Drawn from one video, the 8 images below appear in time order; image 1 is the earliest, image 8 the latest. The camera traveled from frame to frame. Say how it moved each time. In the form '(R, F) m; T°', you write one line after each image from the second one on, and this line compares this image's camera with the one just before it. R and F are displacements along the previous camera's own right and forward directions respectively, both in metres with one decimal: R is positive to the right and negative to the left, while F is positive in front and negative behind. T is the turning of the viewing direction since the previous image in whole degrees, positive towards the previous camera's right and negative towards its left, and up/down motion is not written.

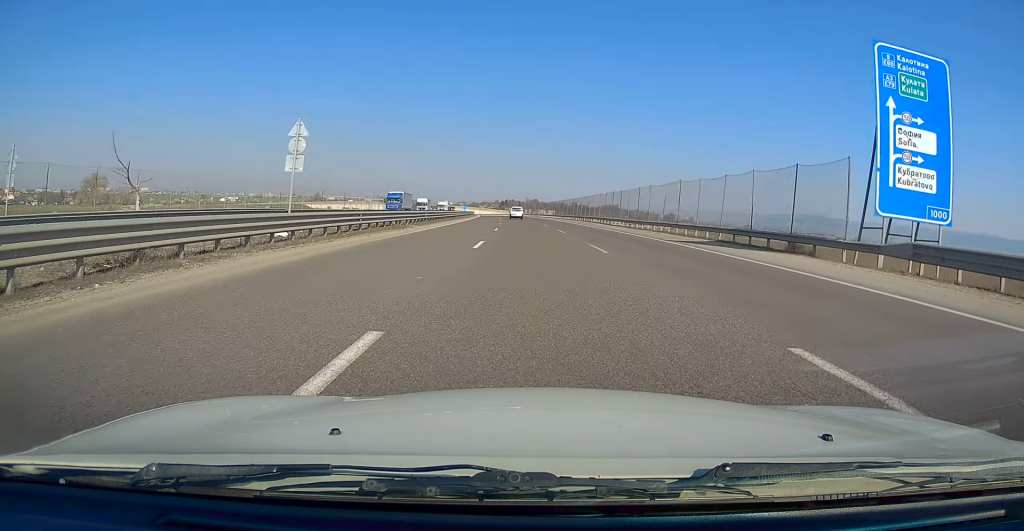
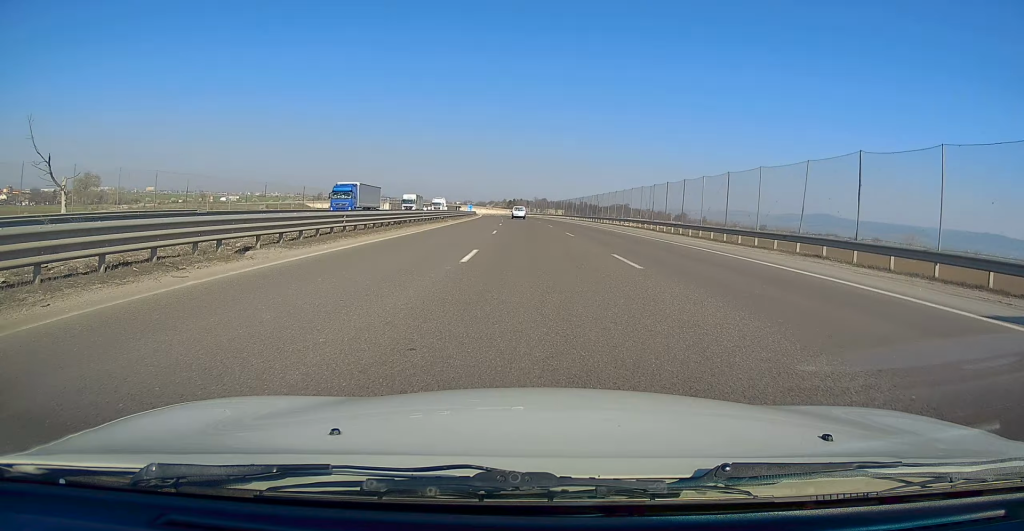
(-0.1, +20.4) m; -1°
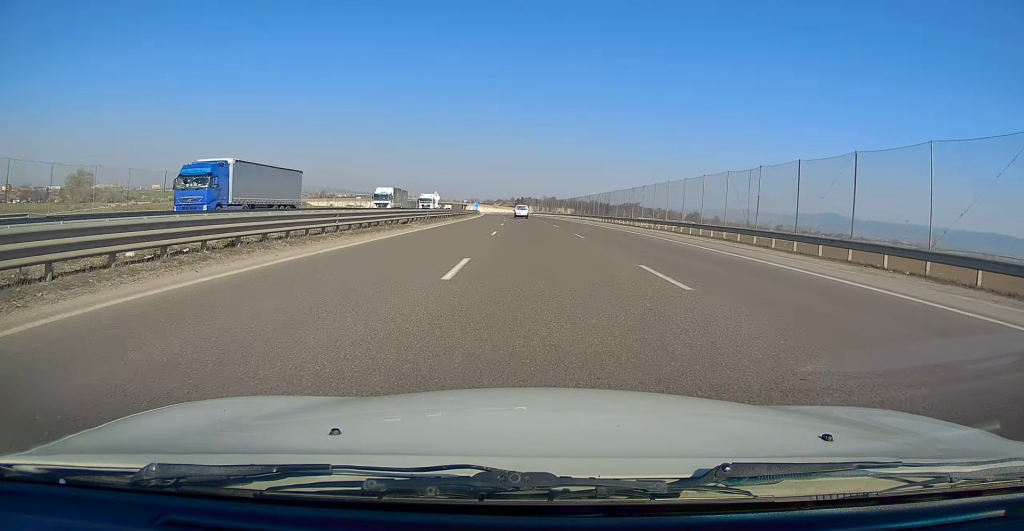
(-0.2, +19.4) m; -1°
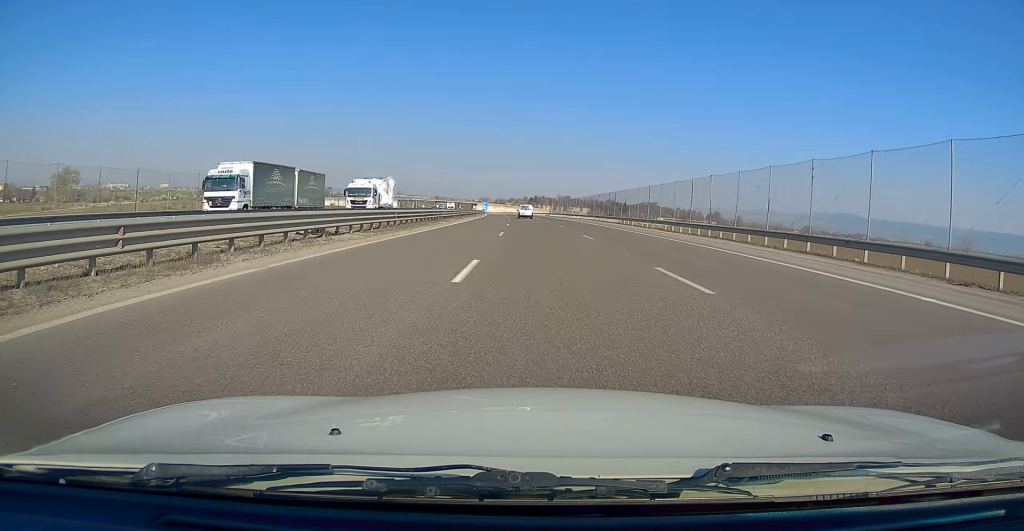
(-0.2, +32.3) m; -1°
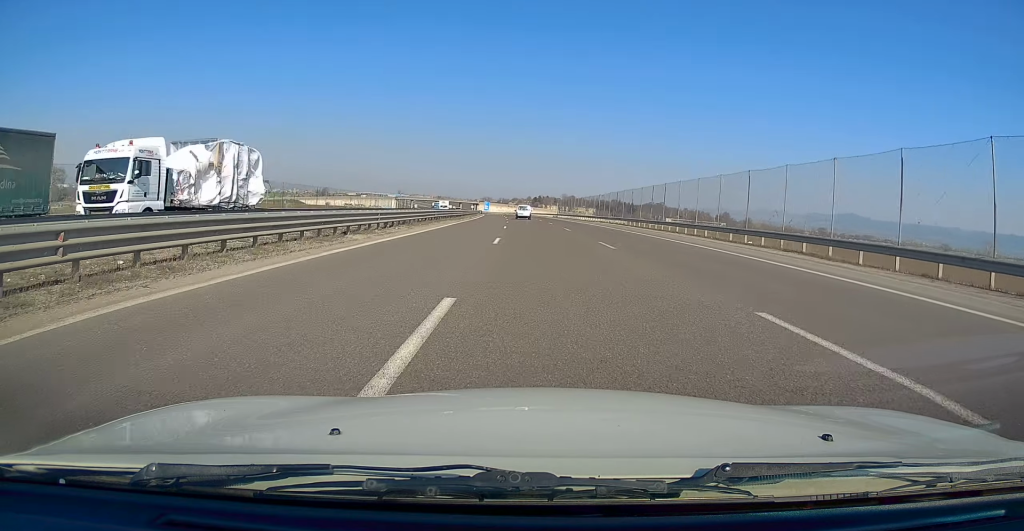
(-0.2, +21.5) m; 0°
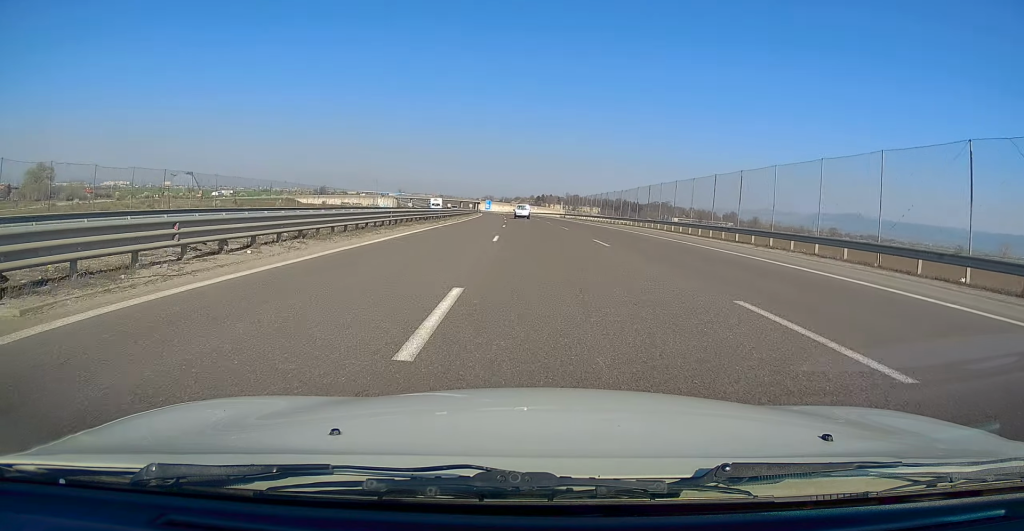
(-0.2, +15.1) m; 0°
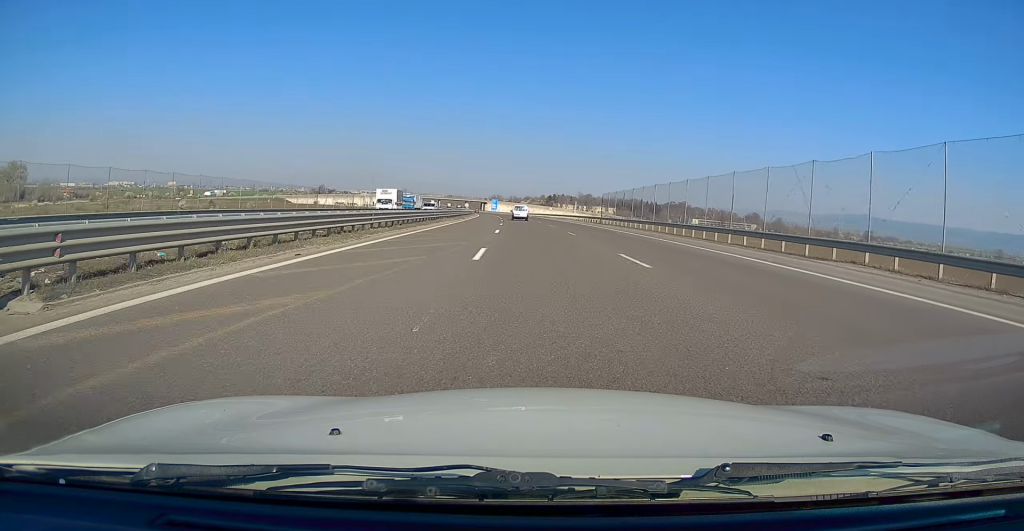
(0.0, +38.9) m; -1°
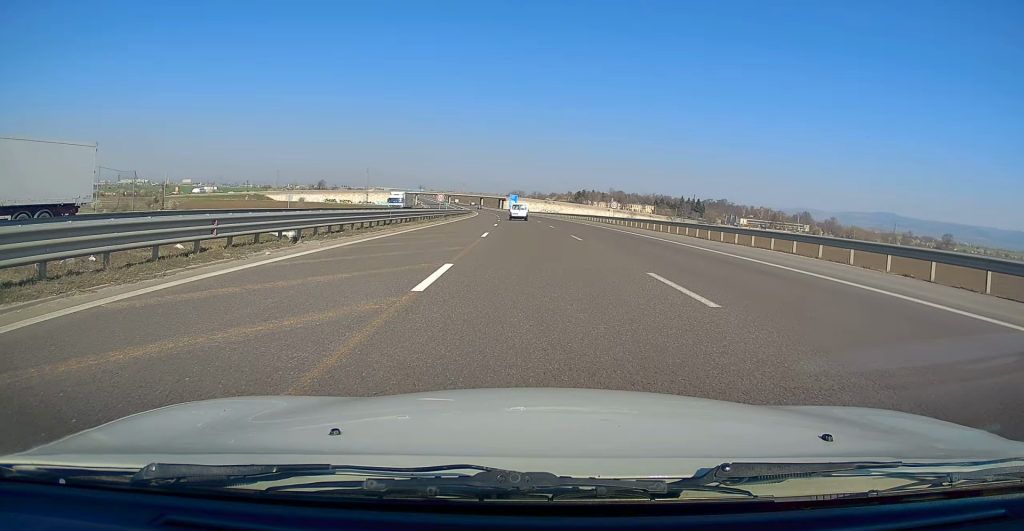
(-1.3, +69.4) m; -2°
